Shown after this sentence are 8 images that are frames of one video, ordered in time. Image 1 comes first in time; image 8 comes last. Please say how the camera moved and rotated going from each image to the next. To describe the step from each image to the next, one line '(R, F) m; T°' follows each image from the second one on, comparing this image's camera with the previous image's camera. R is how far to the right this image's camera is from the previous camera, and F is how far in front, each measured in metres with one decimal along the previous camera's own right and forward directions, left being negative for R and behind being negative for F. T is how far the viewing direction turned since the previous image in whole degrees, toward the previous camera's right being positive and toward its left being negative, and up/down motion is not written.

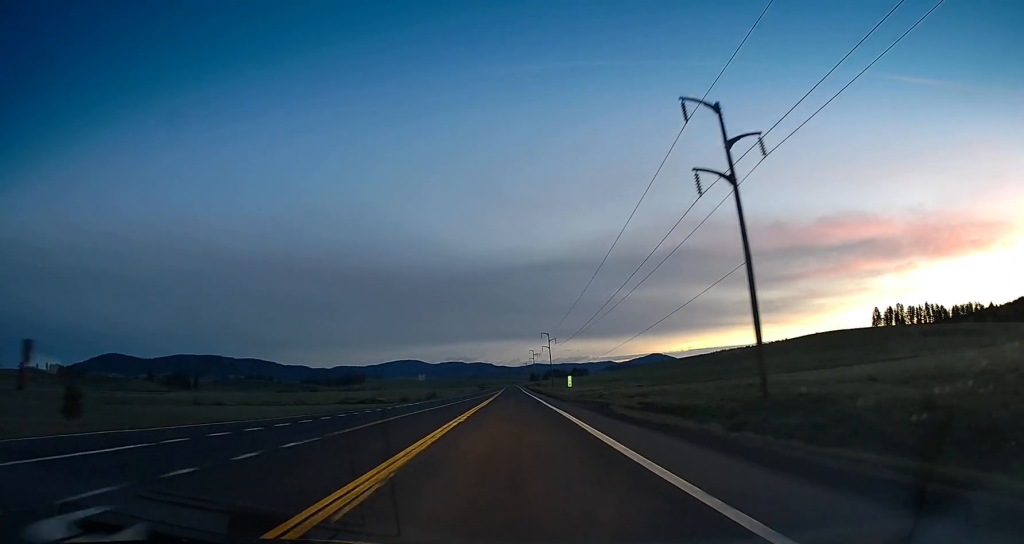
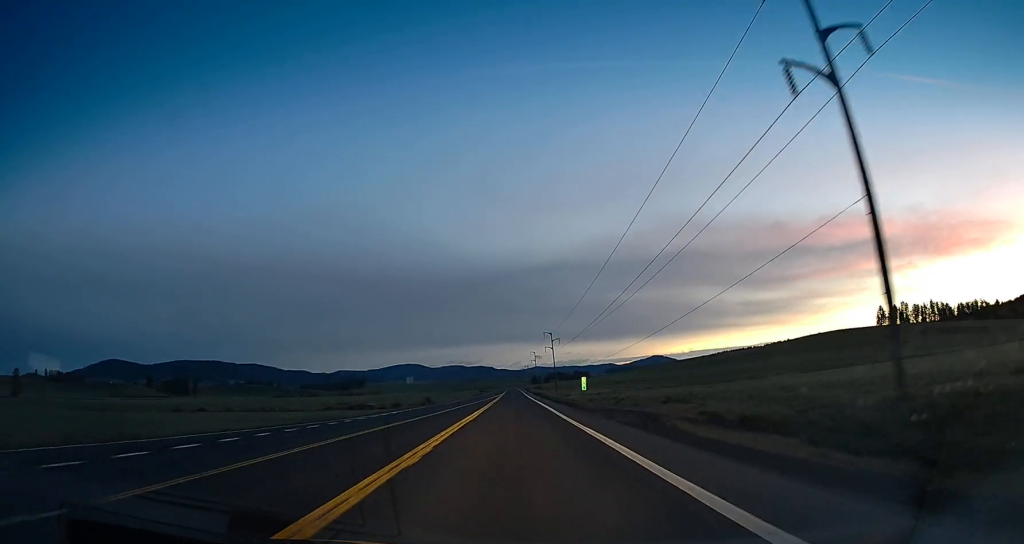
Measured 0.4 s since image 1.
(+0.1, +10.7) m; 0°
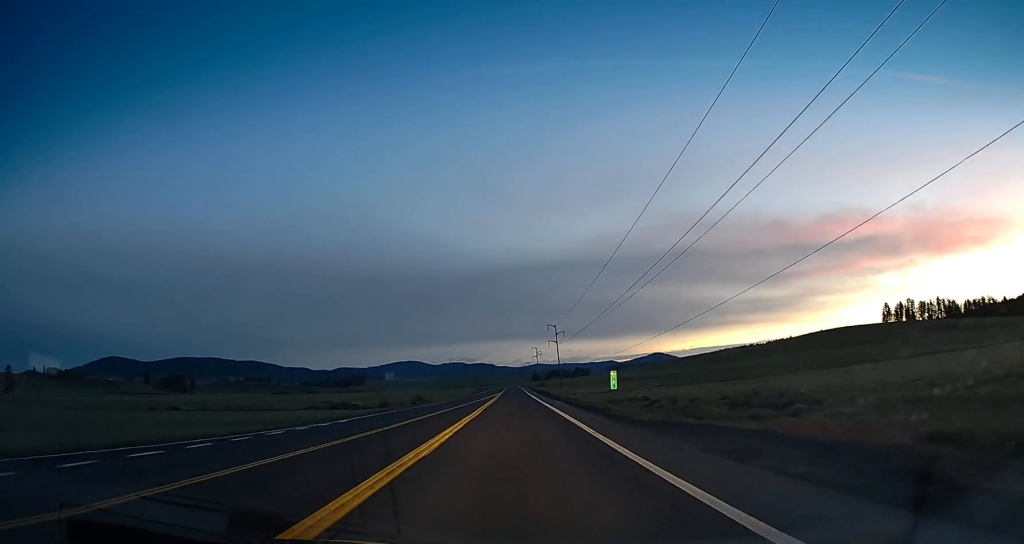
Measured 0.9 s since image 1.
(-0.3, +13.3) m; 0°
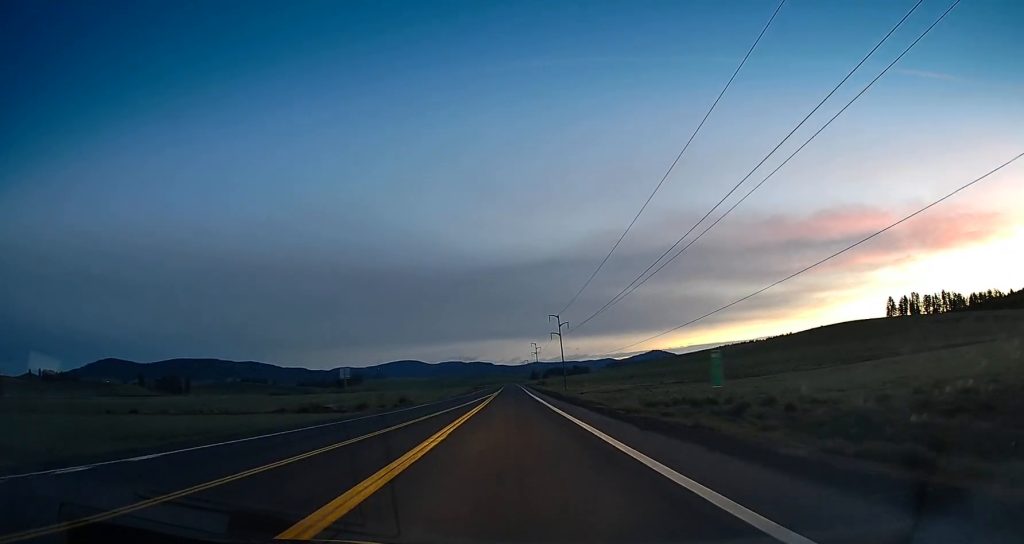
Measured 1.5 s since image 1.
(-0.1, +16.9) m; 0°
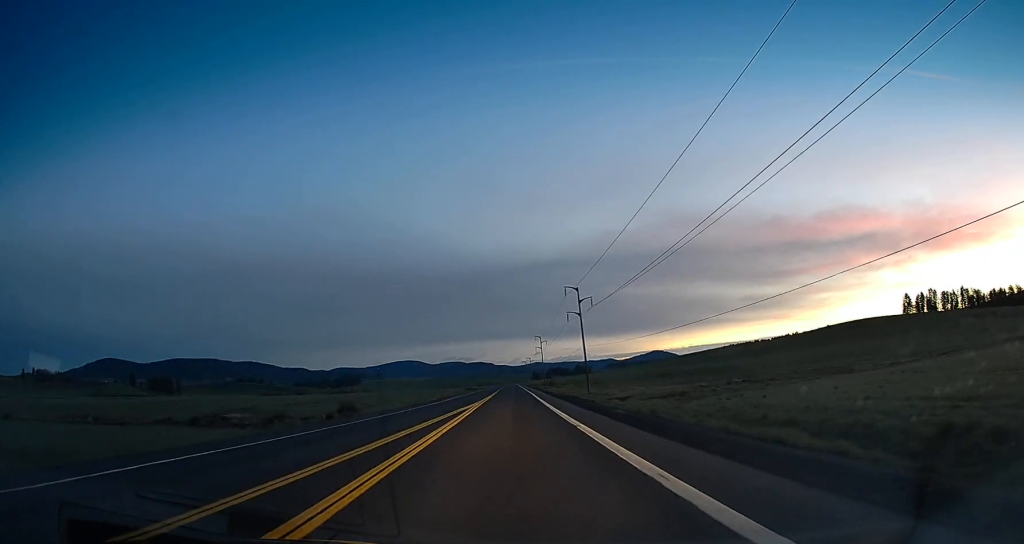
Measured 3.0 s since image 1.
(+0.9, +38.4) m; +1°
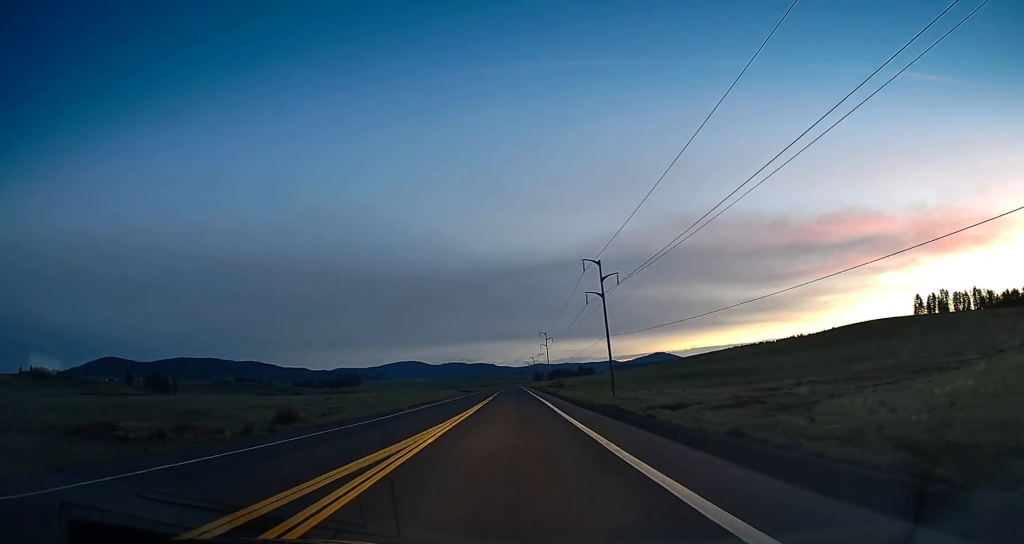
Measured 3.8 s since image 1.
(-0.3, +21.4) m; -1°
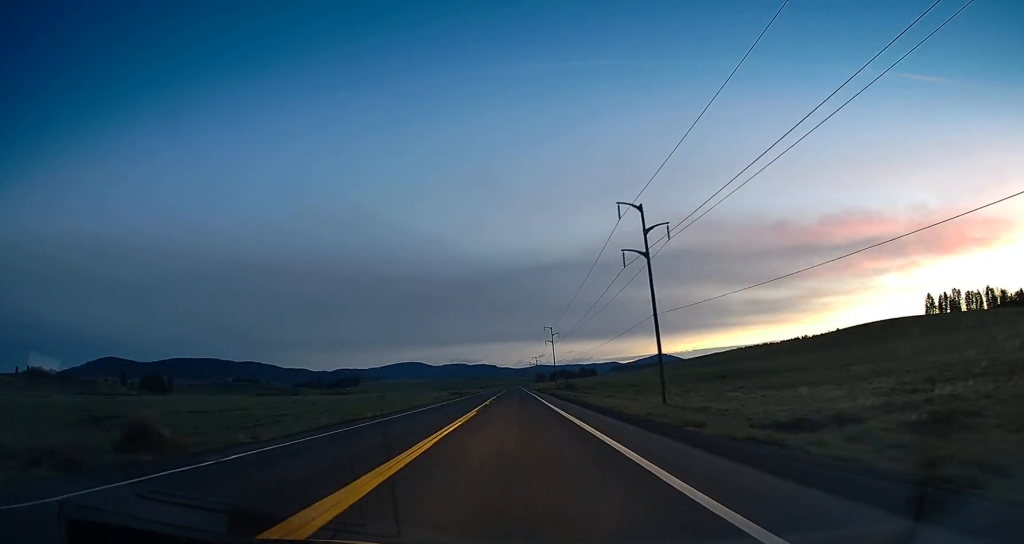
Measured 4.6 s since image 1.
(-0.2, +23.2) m; 0°
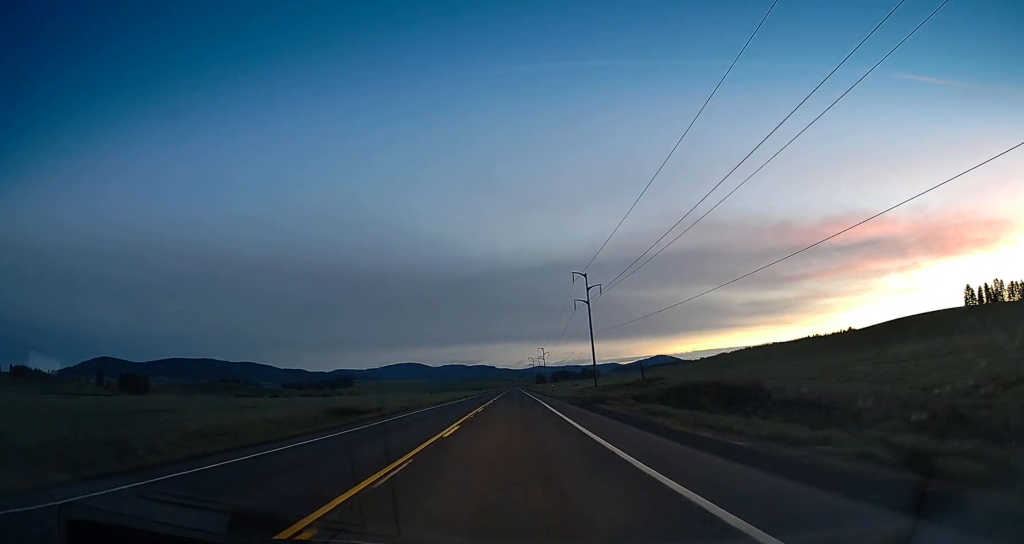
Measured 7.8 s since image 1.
(+0.5, +83.9) m; +1°
